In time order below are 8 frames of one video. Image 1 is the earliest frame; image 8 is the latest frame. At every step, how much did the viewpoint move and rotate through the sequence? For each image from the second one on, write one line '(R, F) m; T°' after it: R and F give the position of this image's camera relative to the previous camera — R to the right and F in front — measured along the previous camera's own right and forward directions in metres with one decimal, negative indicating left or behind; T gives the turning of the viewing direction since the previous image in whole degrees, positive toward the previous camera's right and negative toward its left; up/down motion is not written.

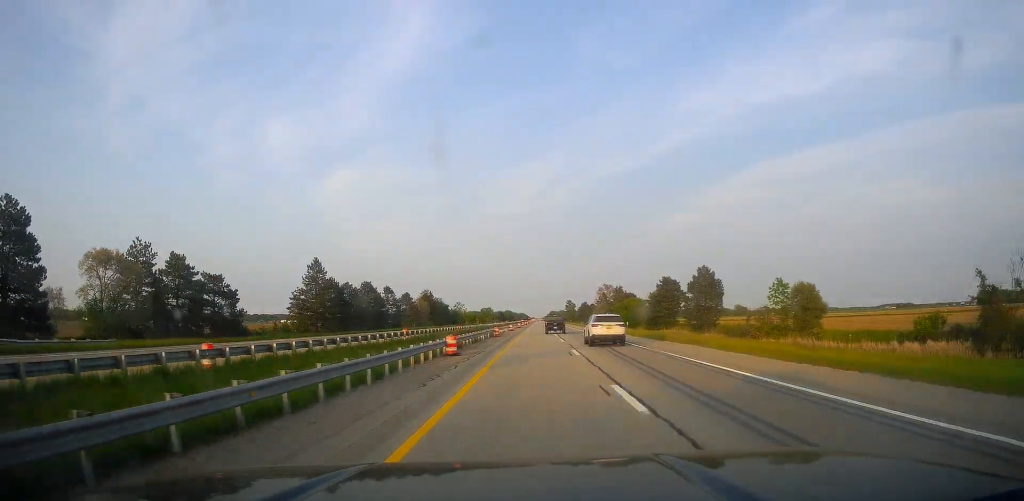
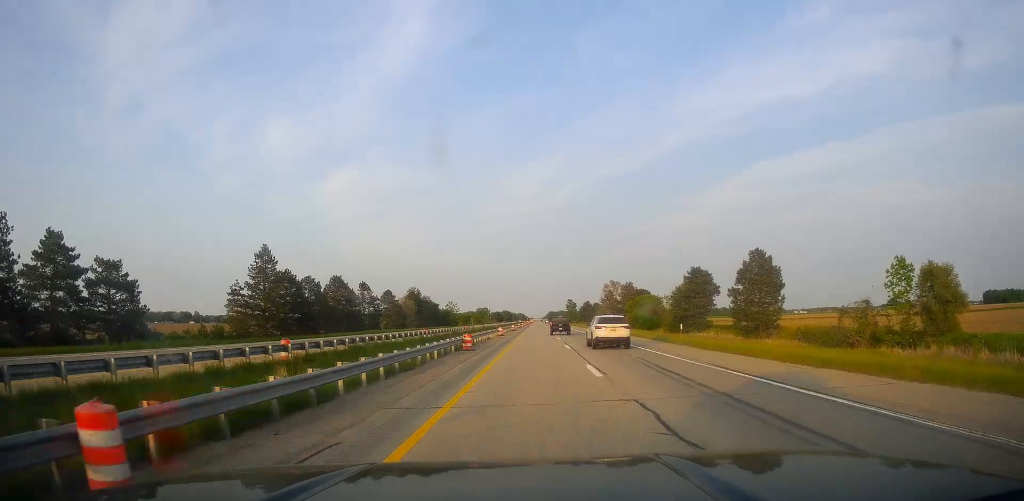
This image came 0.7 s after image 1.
(-0.2, +23.4) m; 0°
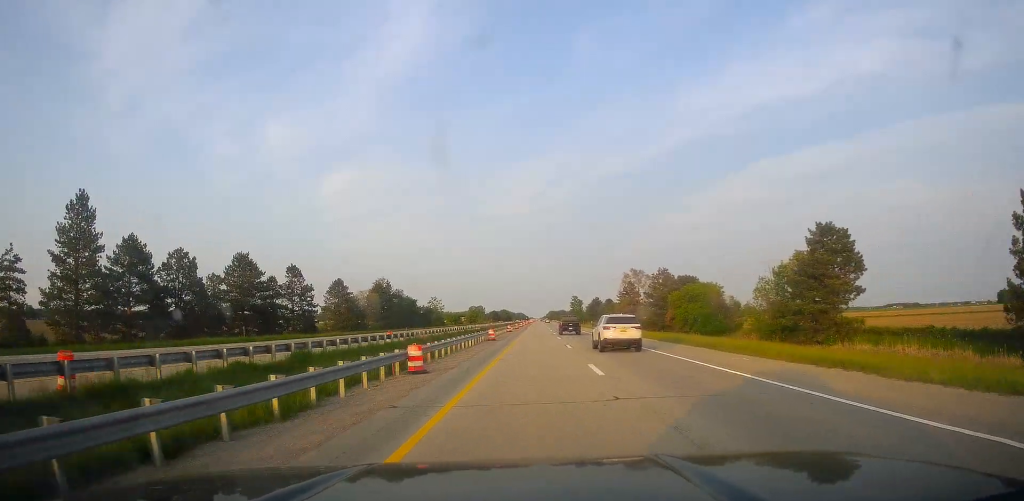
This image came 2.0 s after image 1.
(+0.6, +45.3) m; 0°
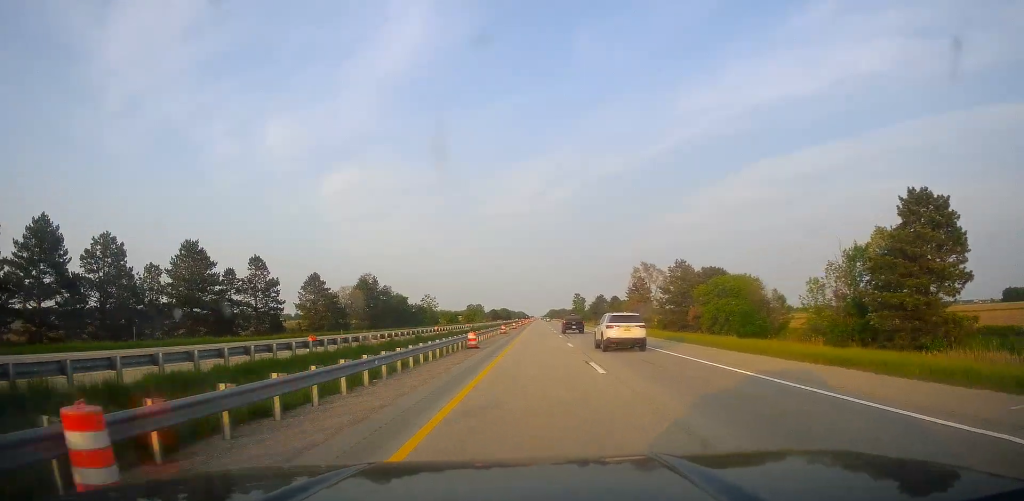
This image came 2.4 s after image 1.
(+0.1, +15.1) m; 0°
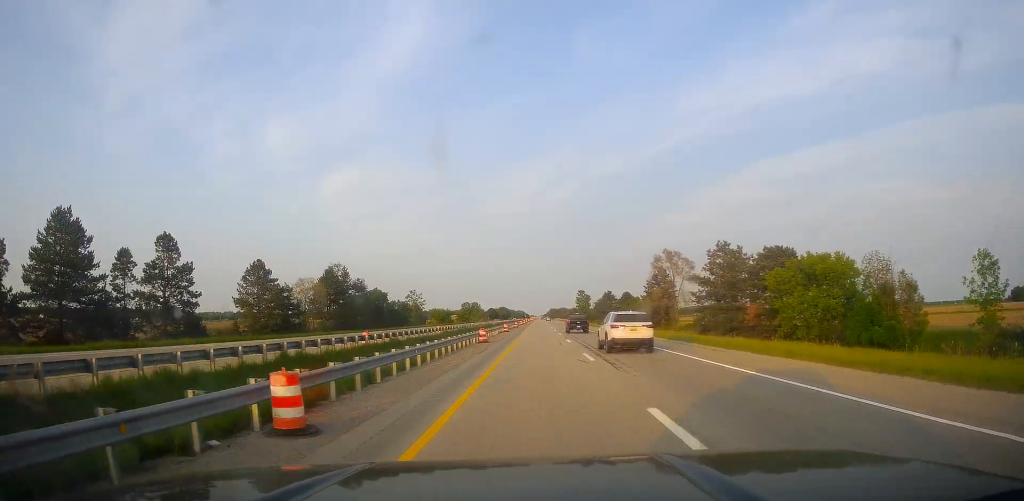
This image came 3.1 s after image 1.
(-0.3, +25.6) m; -1°
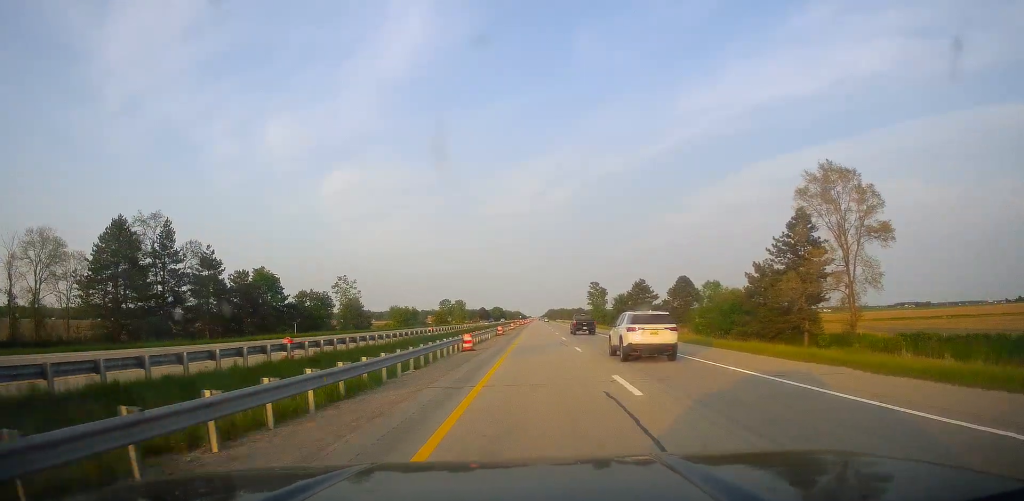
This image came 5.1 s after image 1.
(-0.4, +69.7) m; 0°
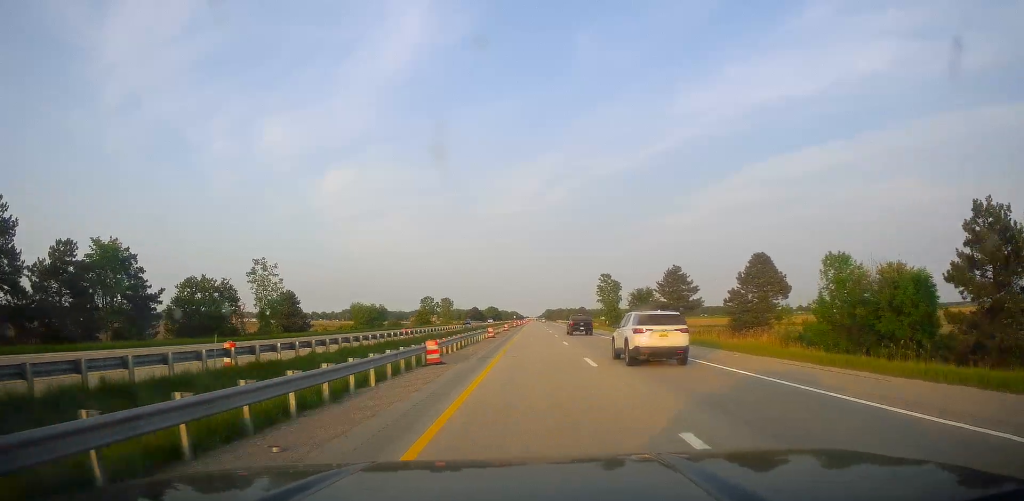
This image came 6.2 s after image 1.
(+0.4, +38.5) m; +1°
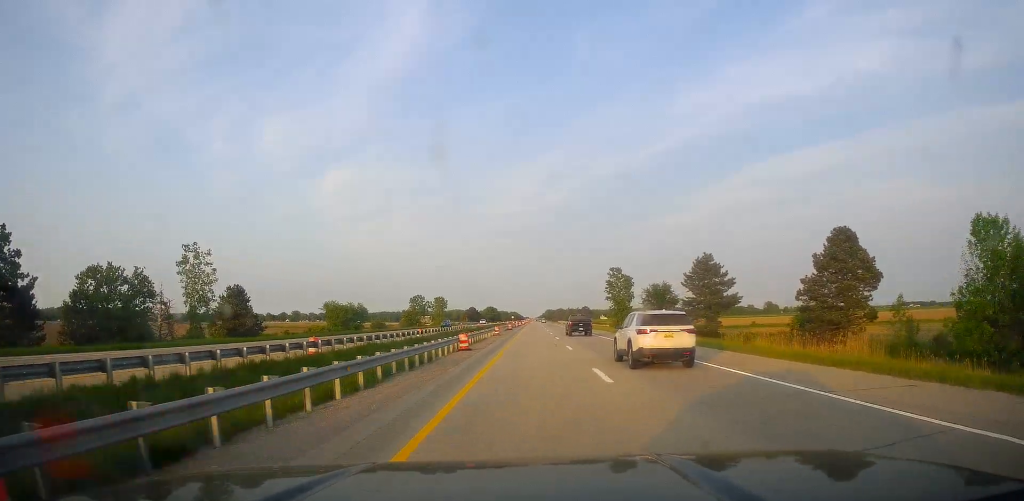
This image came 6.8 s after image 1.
(+0.1, +19.8) m; 0°
